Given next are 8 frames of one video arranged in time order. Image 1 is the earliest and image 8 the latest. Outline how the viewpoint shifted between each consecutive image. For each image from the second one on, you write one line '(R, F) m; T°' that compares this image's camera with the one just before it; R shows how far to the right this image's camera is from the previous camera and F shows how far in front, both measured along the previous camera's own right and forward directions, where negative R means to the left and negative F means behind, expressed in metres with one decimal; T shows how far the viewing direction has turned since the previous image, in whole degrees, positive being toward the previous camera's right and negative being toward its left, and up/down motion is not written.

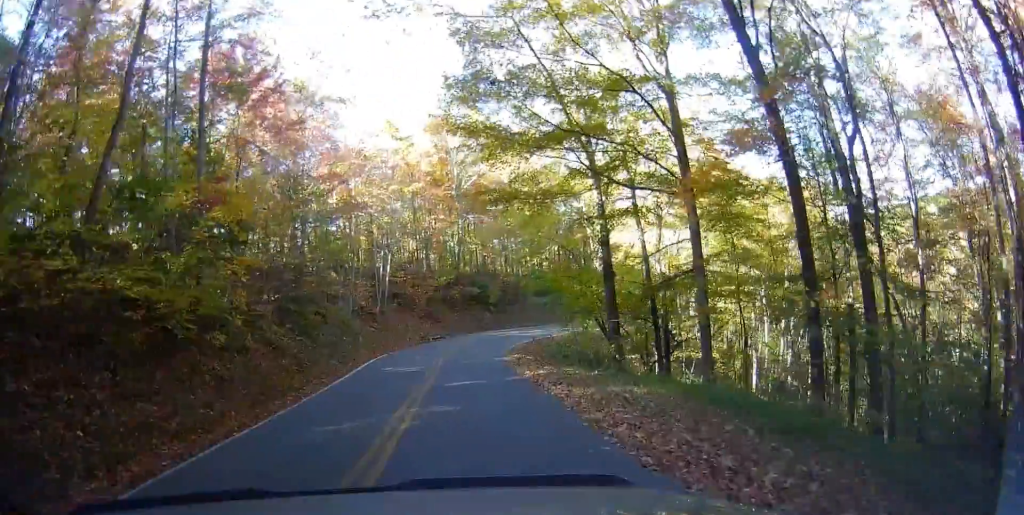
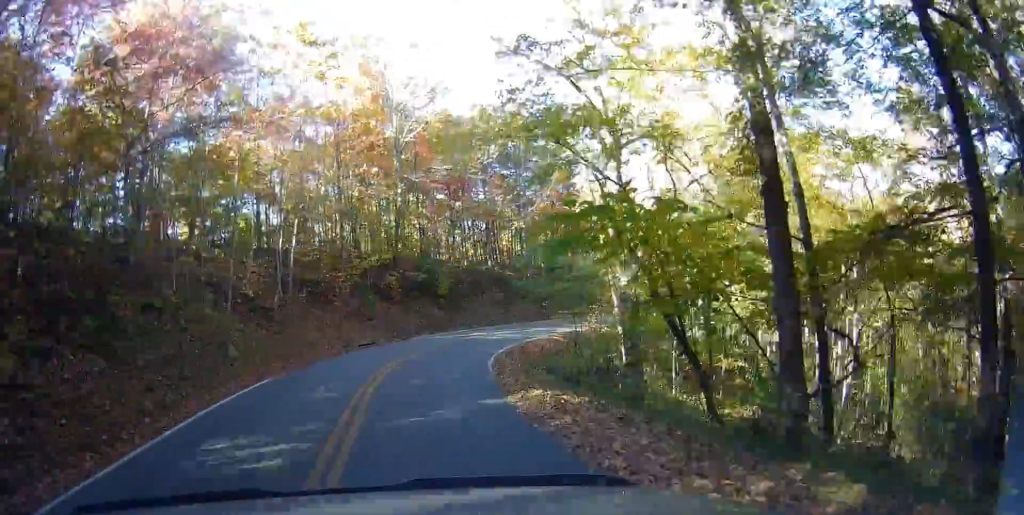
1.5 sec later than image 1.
(+0.4, +12.4) m; +5°
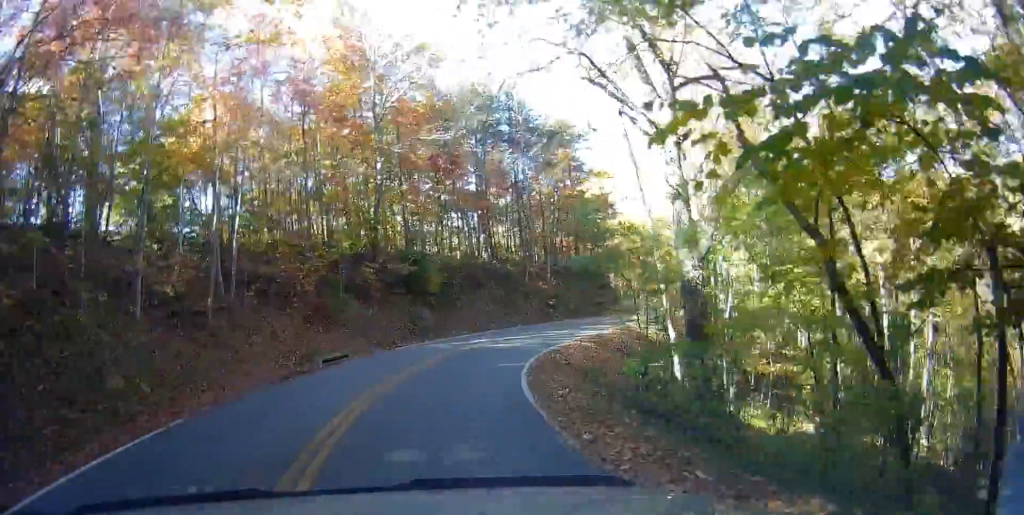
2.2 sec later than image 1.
(+0.1, +6.6) m; +5°
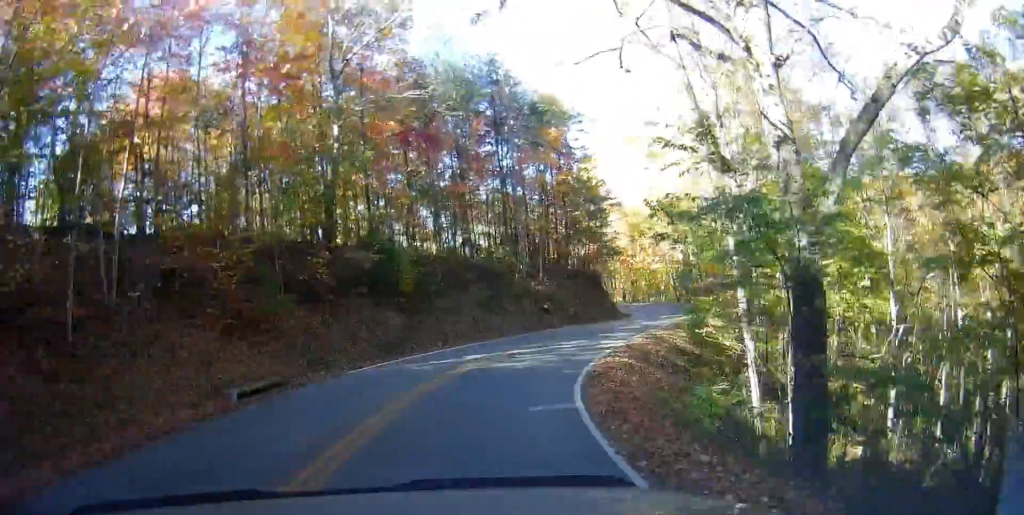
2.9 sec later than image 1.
(+0.2, +6.6) m; +8°
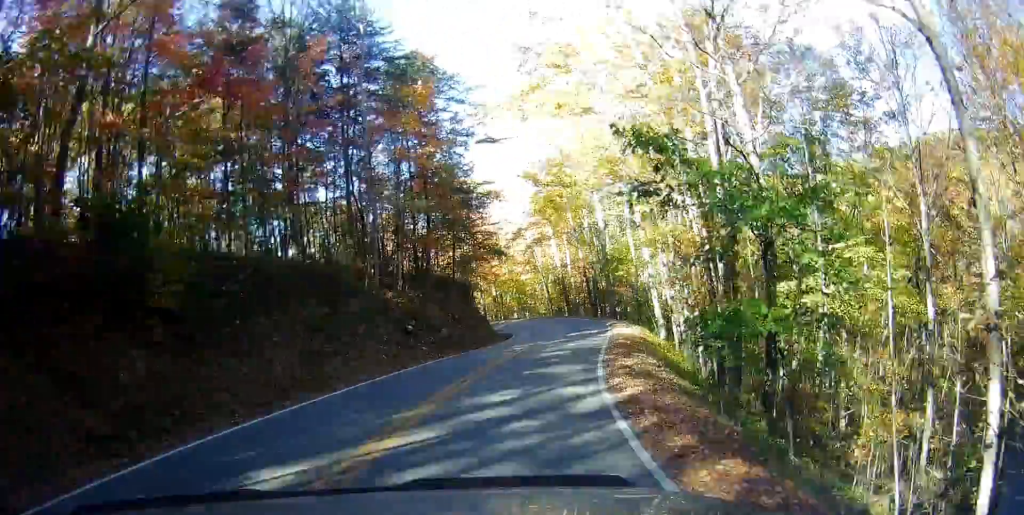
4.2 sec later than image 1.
(+2.1, +11.1) m; +19°
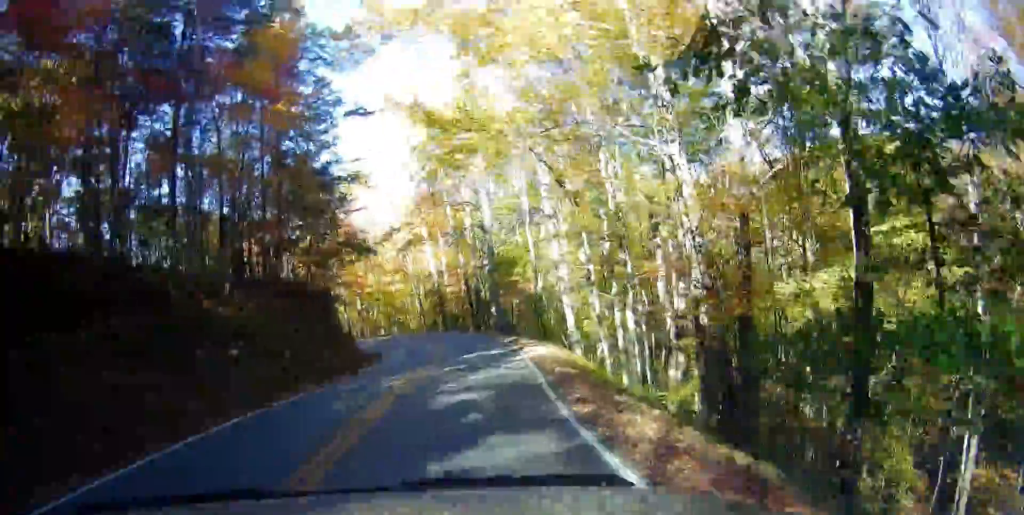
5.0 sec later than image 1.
(+0.8, +8.5) m; +8°
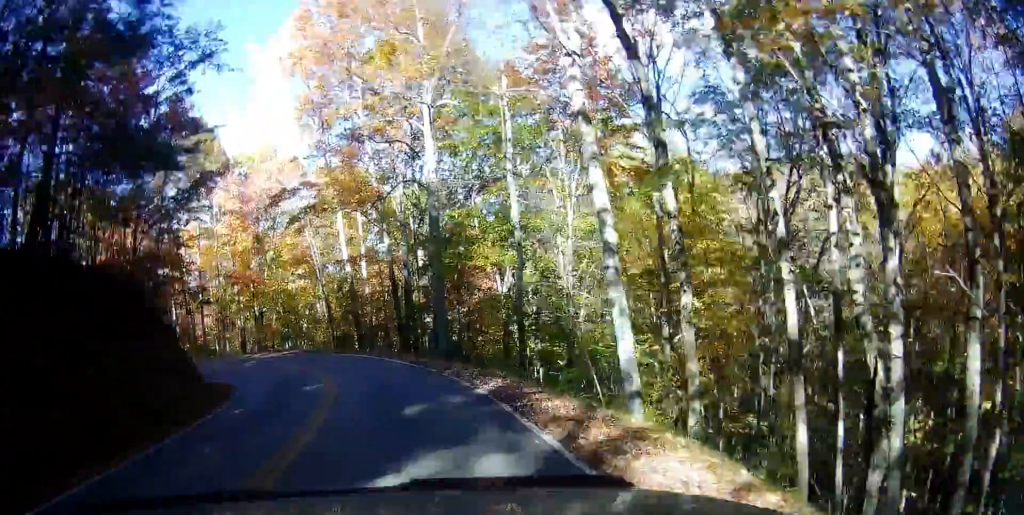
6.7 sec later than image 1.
(+0.9, +16.5) m; +3°
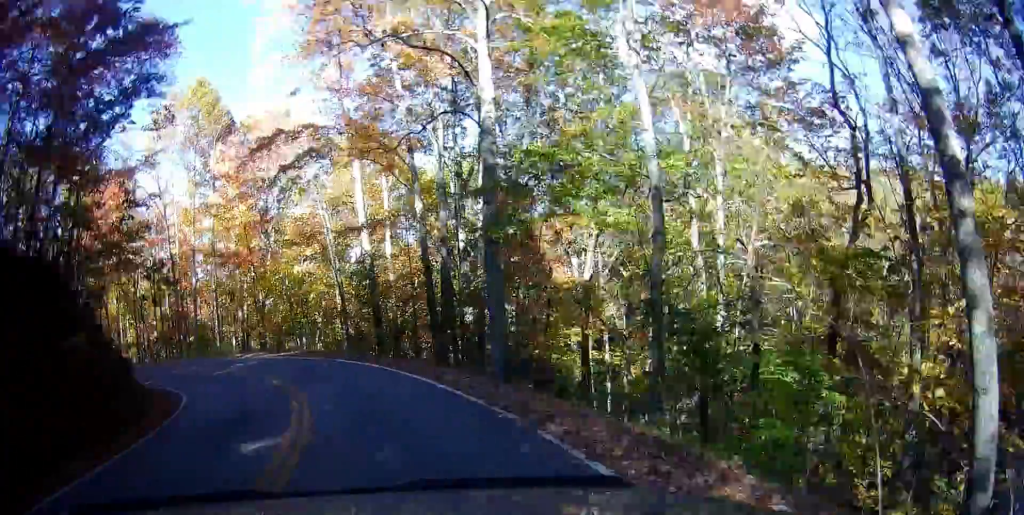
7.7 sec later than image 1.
(-0.2, +9.3) m; +1°
